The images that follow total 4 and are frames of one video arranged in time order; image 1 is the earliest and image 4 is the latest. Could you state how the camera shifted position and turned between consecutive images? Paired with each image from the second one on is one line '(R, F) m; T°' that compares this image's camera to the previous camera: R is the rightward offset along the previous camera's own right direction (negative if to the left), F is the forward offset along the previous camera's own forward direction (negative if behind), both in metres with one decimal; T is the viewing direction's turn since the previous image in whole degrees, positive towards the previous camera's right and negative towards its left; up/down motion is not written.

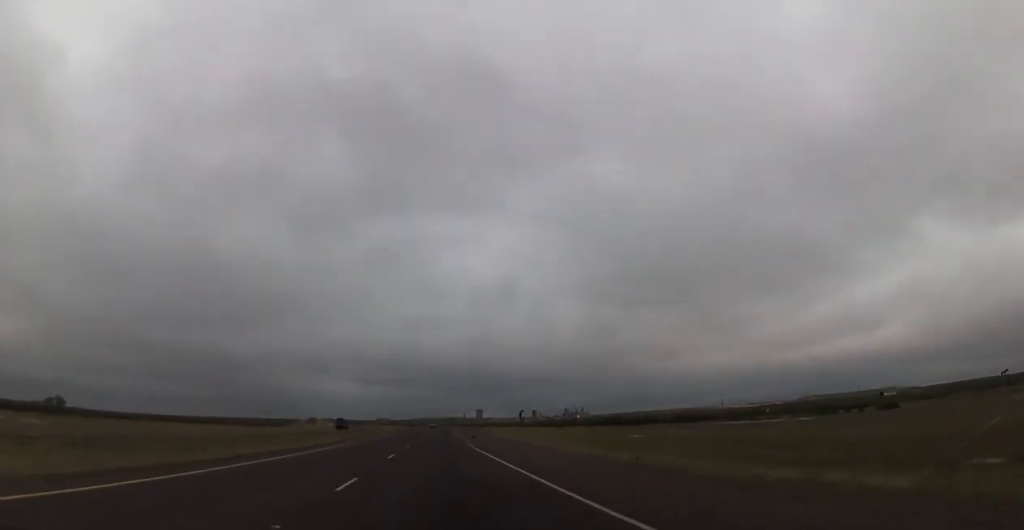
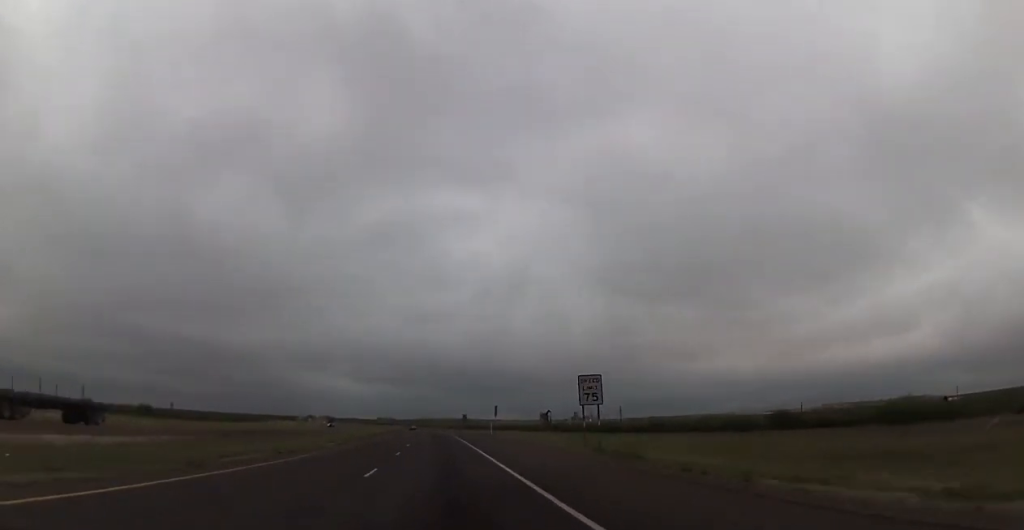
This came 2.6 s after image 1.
(+0.3, +94.1) m; 0°
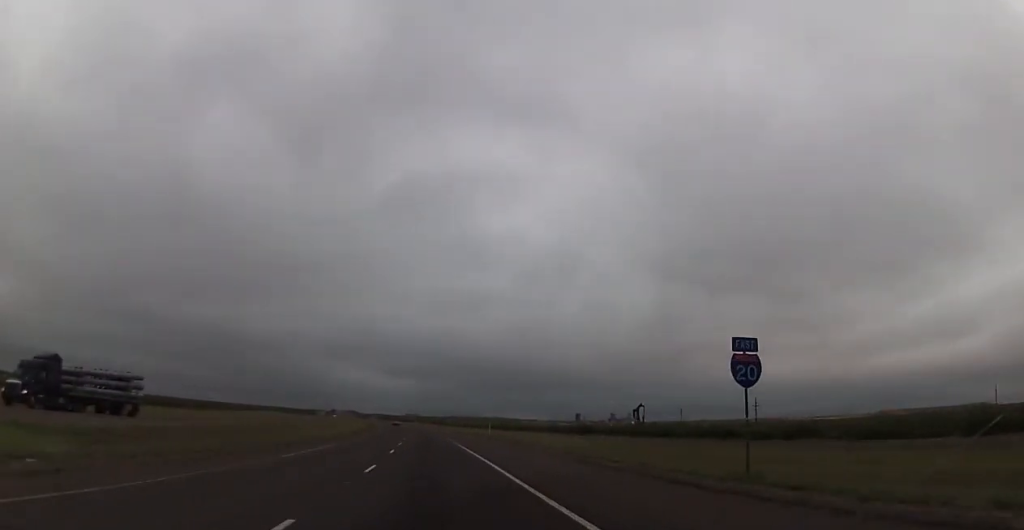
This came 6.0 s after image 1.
(-2.6, +121.2) m; -2°
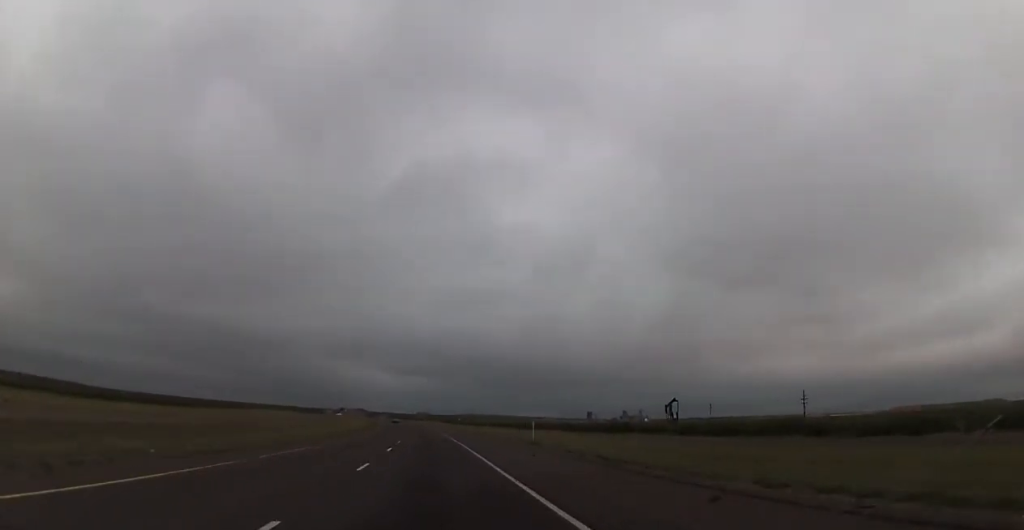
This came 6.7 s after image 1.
(-0.1, +24.9) m; 0°
